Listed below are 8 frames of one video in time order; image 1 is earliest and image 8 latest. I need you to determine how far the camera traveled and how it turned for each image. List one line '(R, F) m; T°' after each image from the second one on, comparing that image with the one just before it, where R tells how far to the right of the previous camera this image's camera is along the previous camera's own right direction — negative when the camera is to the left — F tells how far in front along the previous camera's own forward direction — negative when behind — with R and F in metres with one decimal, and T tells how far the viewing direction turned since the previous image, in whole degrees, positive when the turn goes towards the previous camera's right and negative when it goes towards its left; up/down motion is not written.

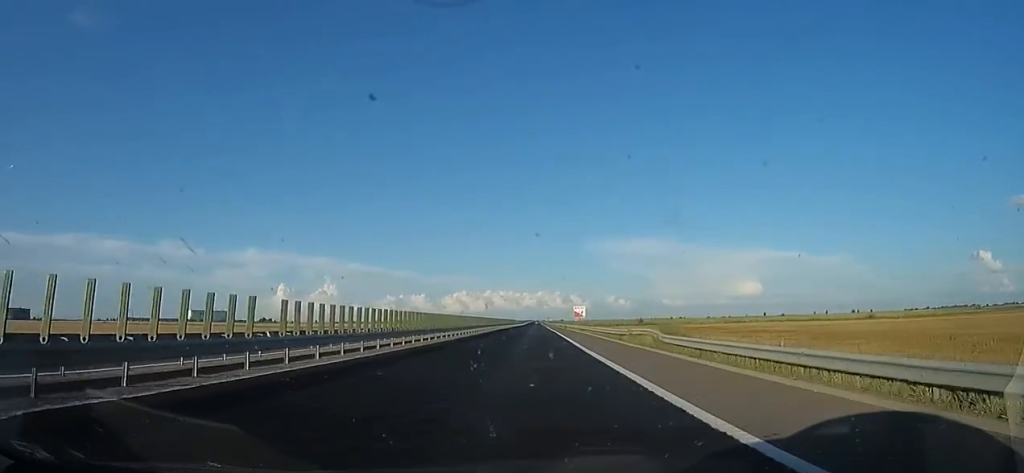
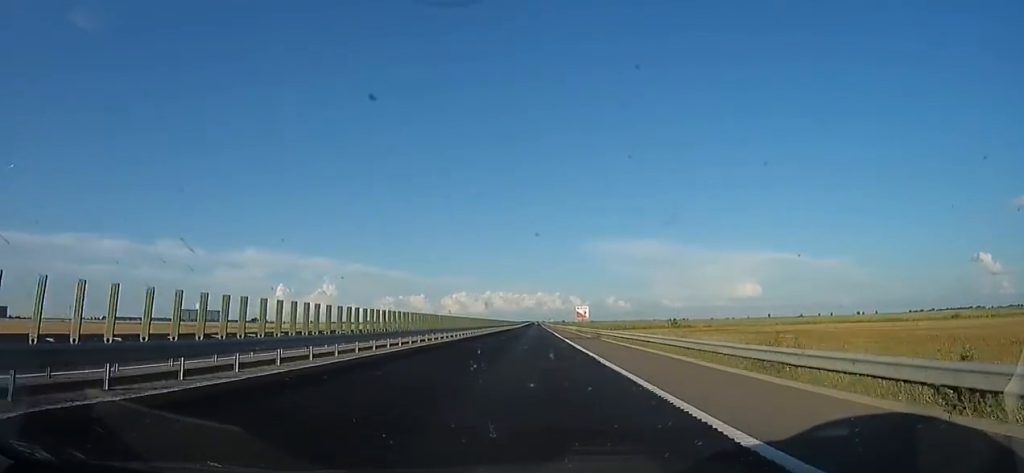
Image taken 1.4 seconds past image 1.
(0.0, +48.1) m; 0°
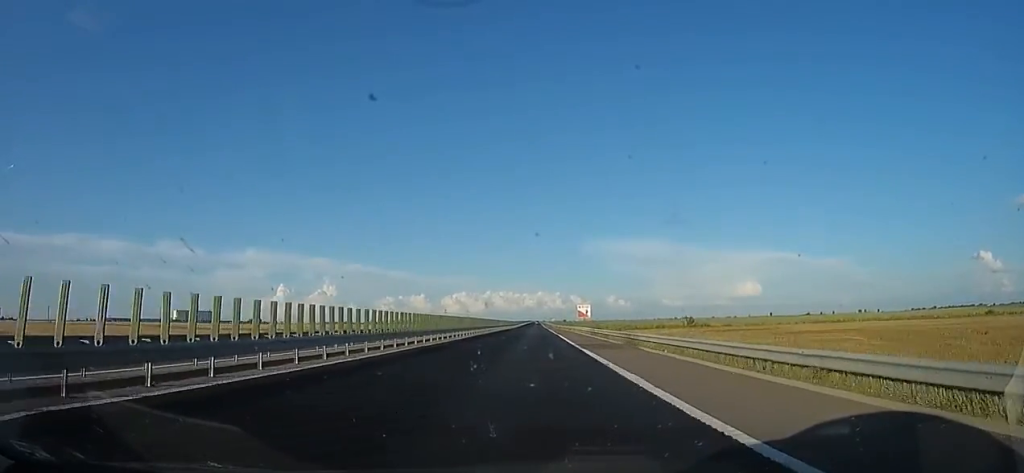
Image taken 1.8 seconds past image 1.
(0.0, +14.9) m; 0°
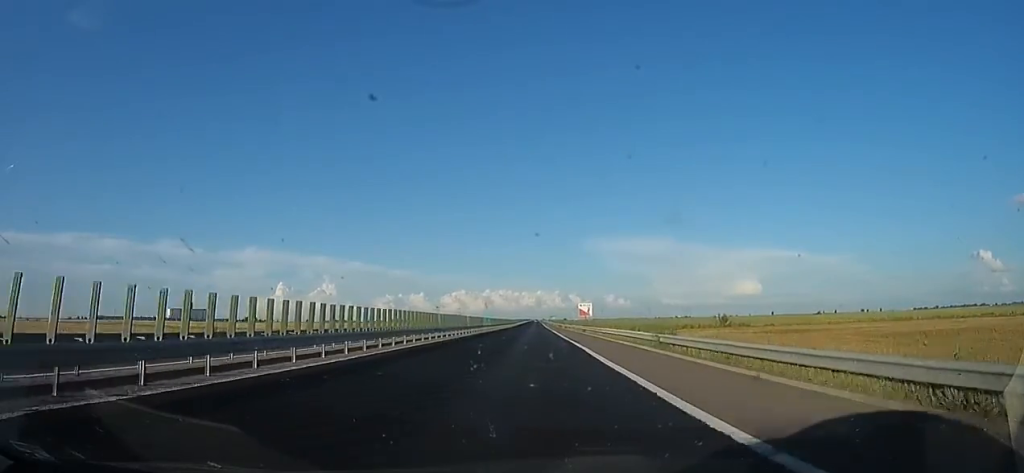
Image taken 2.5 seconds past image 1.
(0.0, +24.0) m; 0°
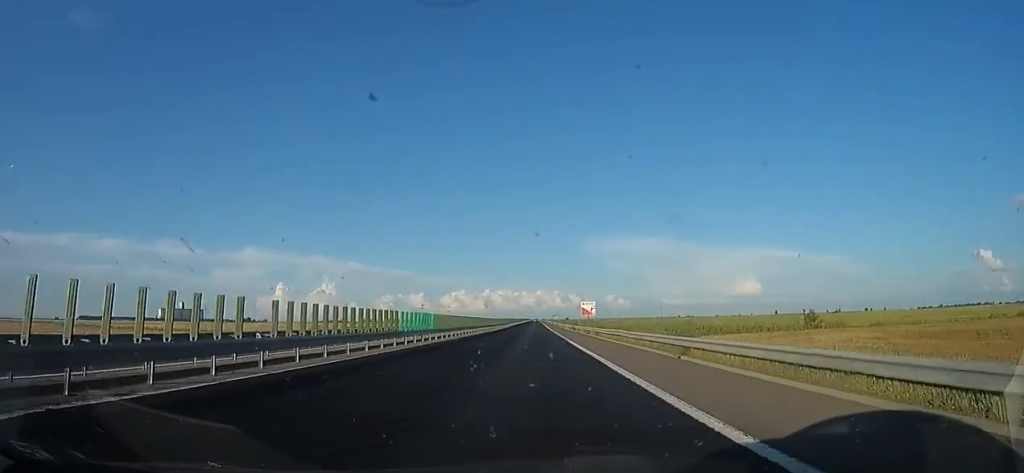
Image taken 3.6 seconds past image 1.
(0.0, +35.5) m; 0°
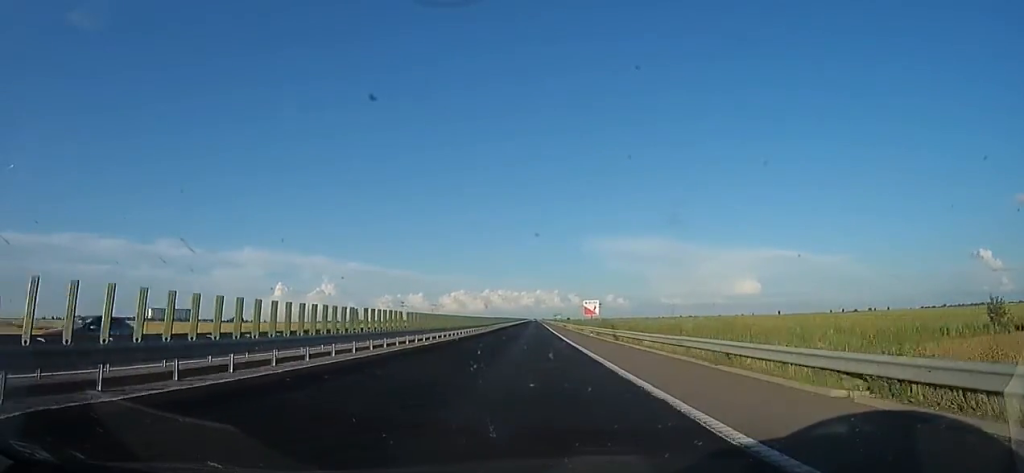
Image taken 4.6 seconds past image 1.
(+0.2, +35.0) m; +2°
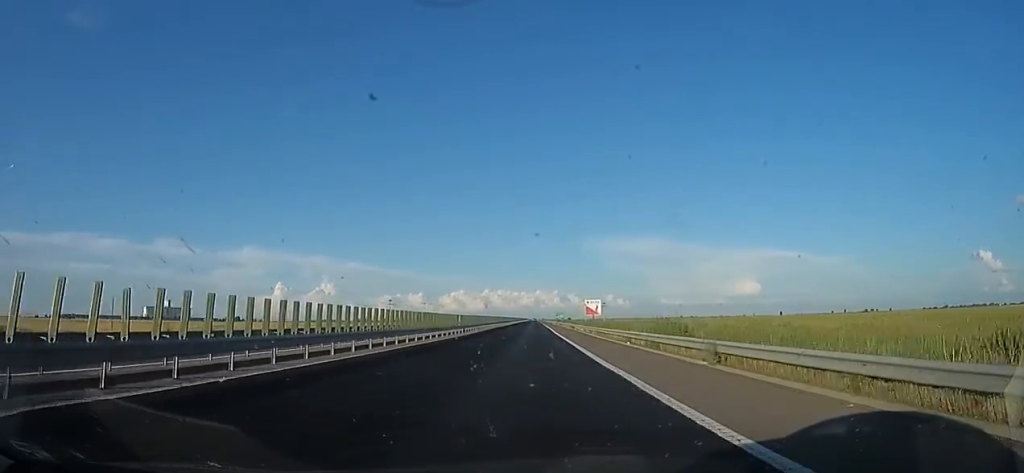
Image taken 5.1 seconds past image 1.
(+0.8, +17.8) m; 0°
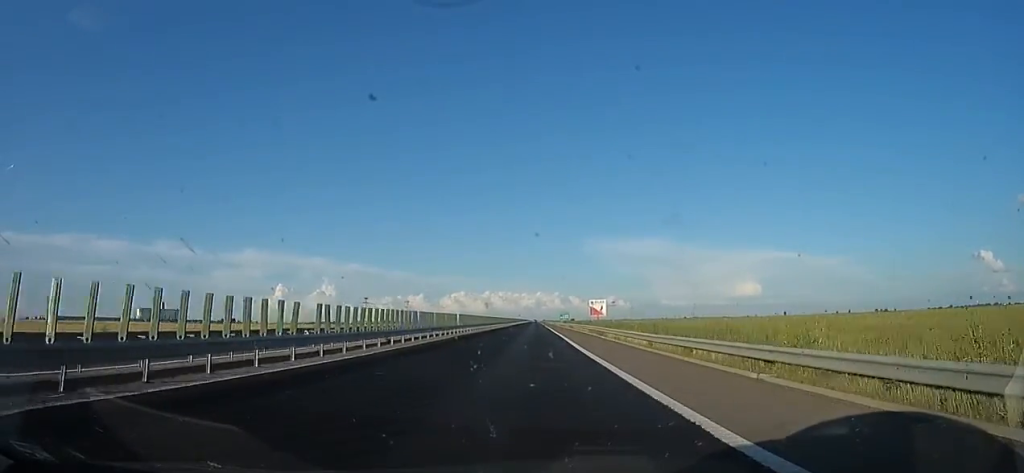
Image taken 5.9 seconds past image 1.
(+0.1, +29.0) m; -1°
